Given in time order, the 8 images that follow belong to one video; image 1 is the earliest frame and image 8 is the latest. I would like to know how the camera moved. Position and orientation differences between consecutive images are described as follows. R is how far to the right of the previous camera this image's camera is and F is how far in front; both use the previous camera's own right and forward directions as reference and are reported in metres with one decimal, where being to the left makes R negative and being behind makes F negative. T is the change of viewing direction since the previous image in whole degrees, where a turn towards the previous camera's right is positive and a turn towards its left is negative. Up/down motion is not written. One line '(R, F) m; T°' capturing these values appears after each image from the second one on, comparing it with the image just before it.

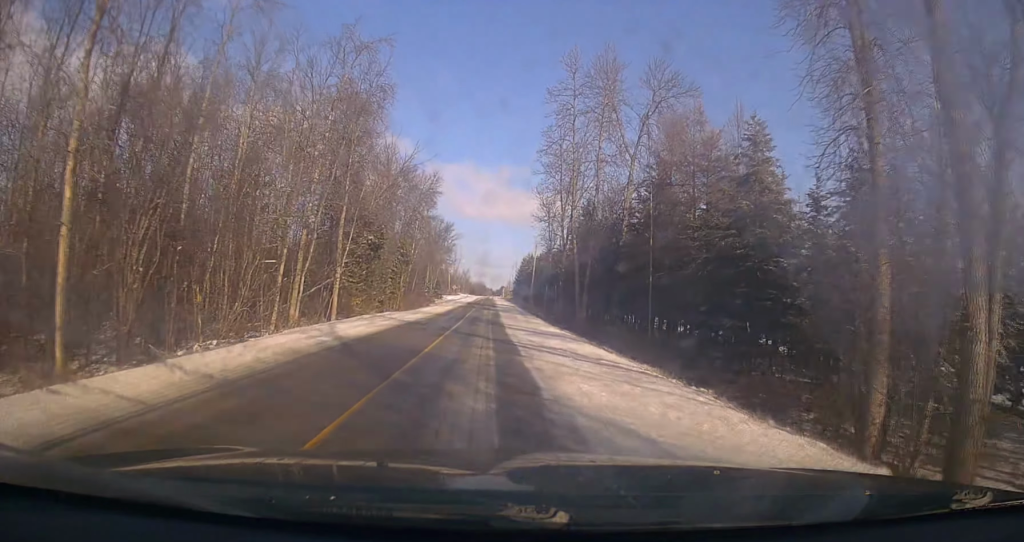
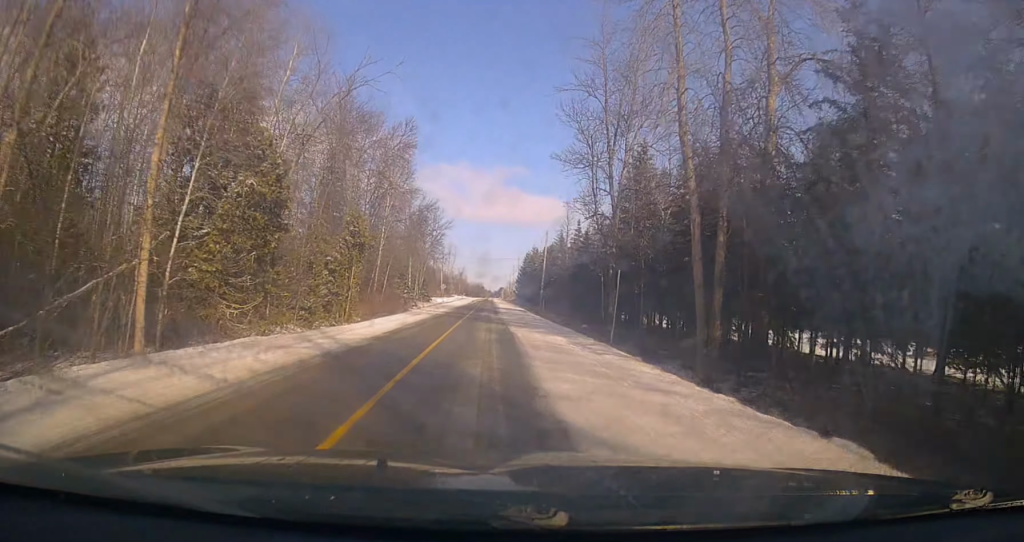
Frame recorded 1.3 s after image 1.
(+0.3, +24.5) m; 0°
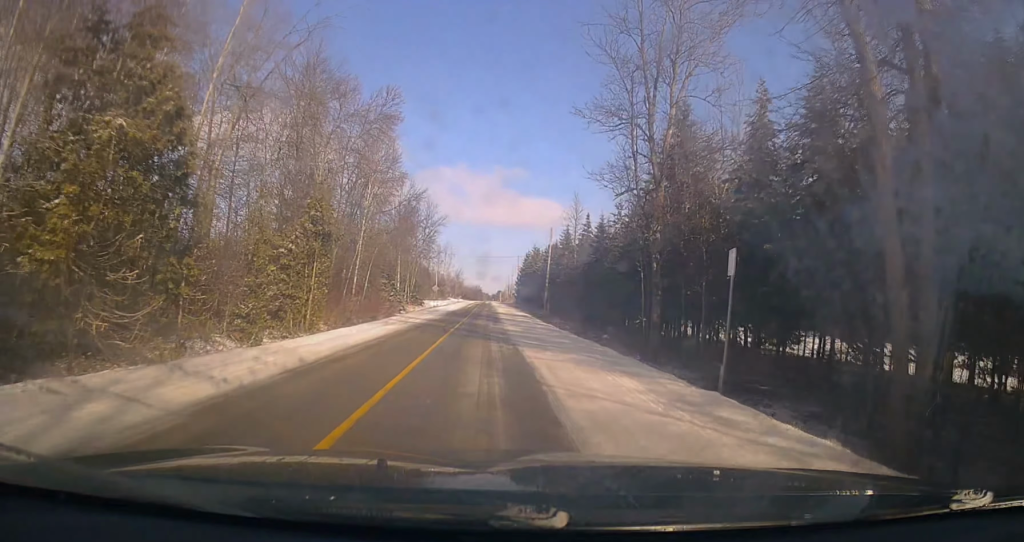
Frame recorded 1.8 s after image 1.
(-0.1, +9.2) m; 0°
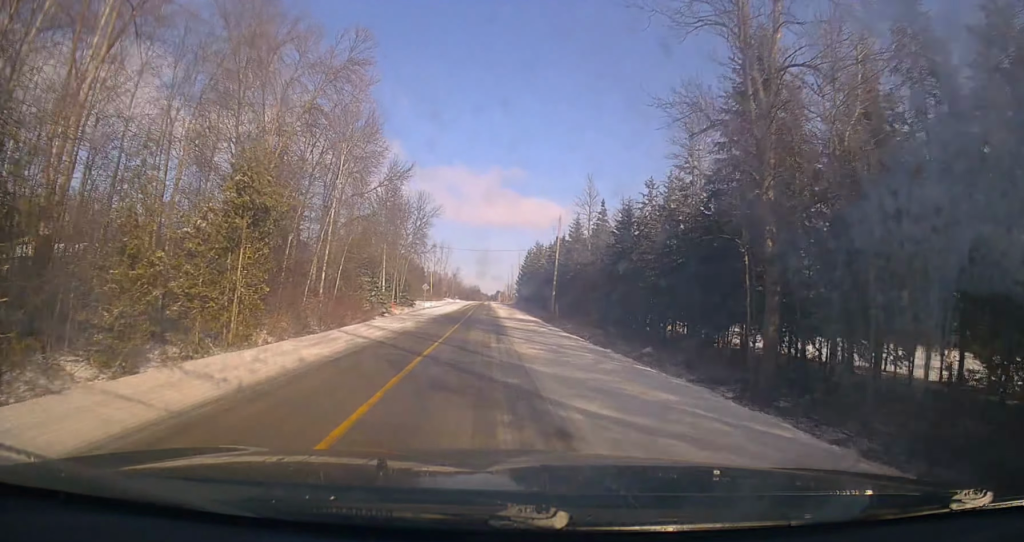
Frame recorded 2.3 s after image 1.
(0.0, +10.4) m; 0°
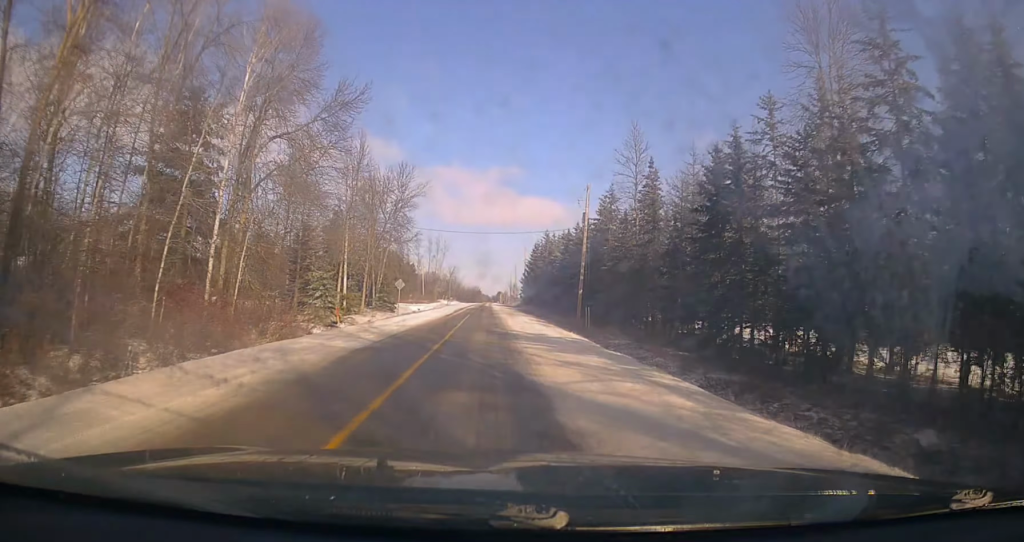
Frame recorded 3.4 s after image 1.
(-0.1, +20.4) m; 0°
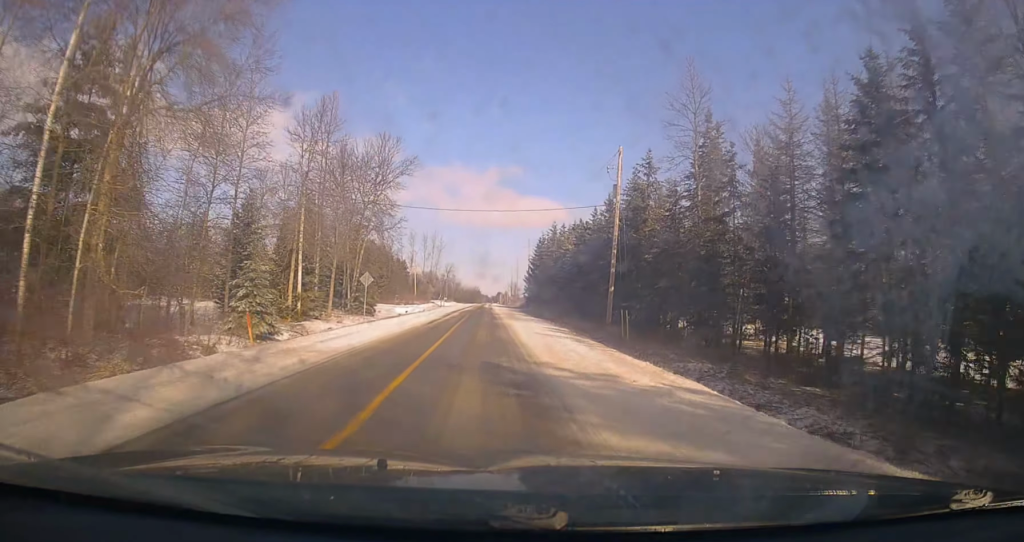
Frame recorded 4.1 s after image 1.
(-0.1, +12.3) m; +1°
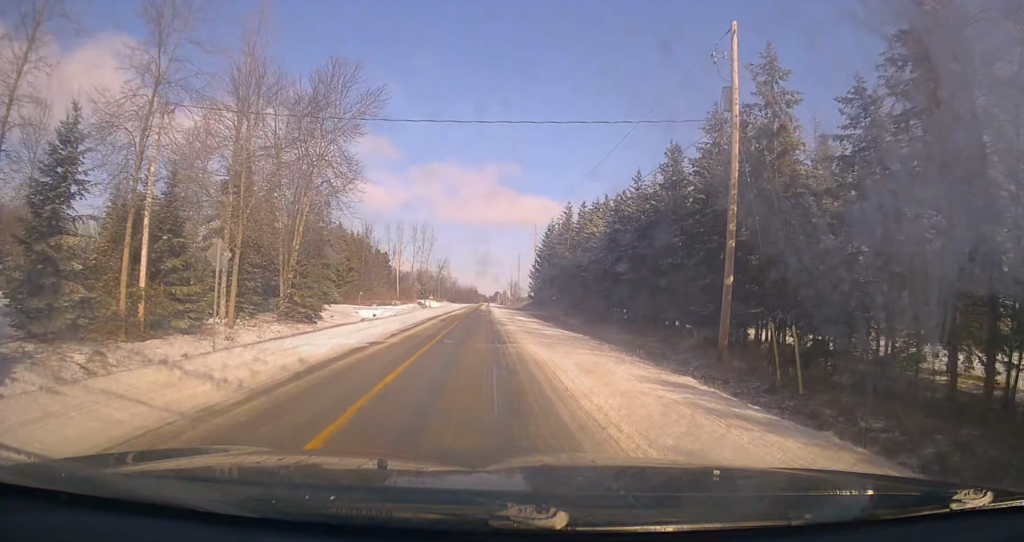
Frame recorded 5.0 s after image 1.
(+0.4, +18.8) m; 0°
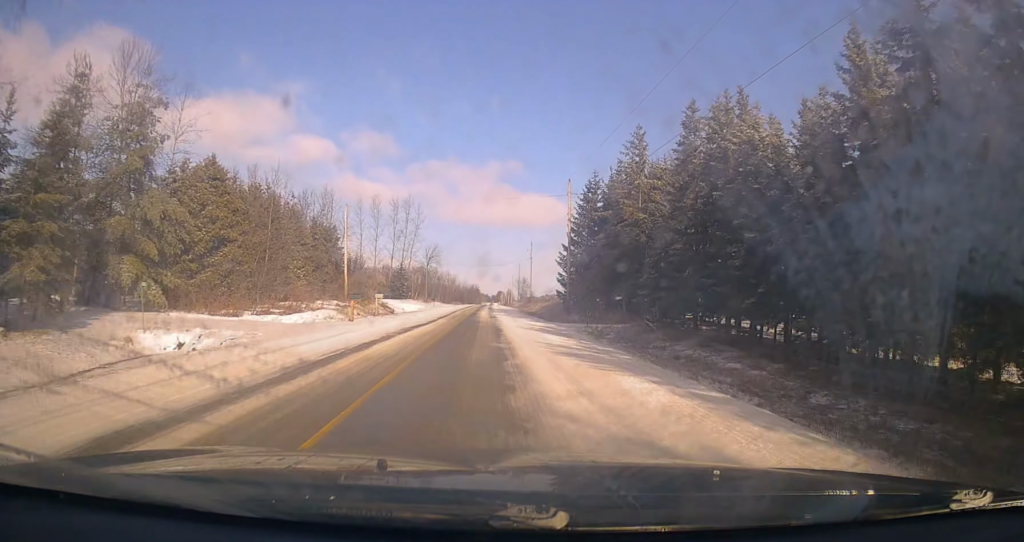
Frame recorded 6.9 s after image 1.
(-0.6, +35.1) m; 0°
